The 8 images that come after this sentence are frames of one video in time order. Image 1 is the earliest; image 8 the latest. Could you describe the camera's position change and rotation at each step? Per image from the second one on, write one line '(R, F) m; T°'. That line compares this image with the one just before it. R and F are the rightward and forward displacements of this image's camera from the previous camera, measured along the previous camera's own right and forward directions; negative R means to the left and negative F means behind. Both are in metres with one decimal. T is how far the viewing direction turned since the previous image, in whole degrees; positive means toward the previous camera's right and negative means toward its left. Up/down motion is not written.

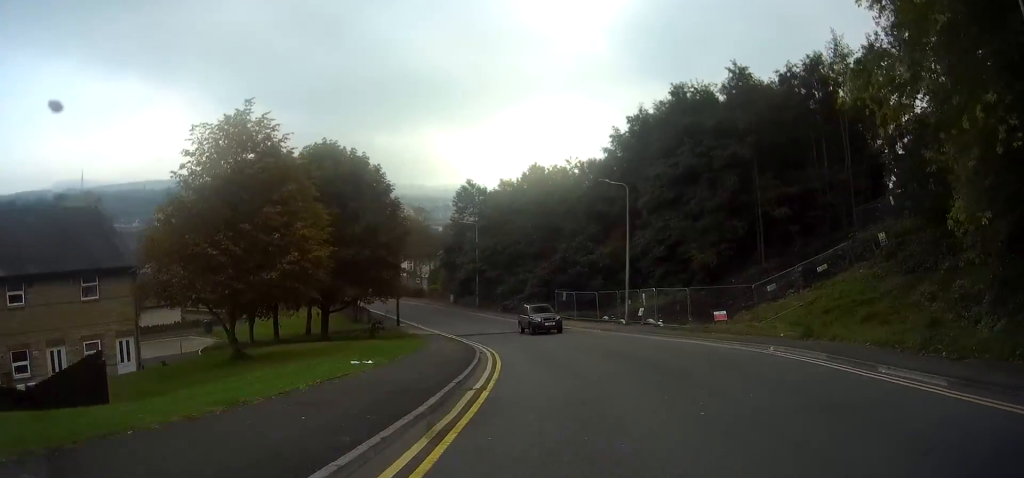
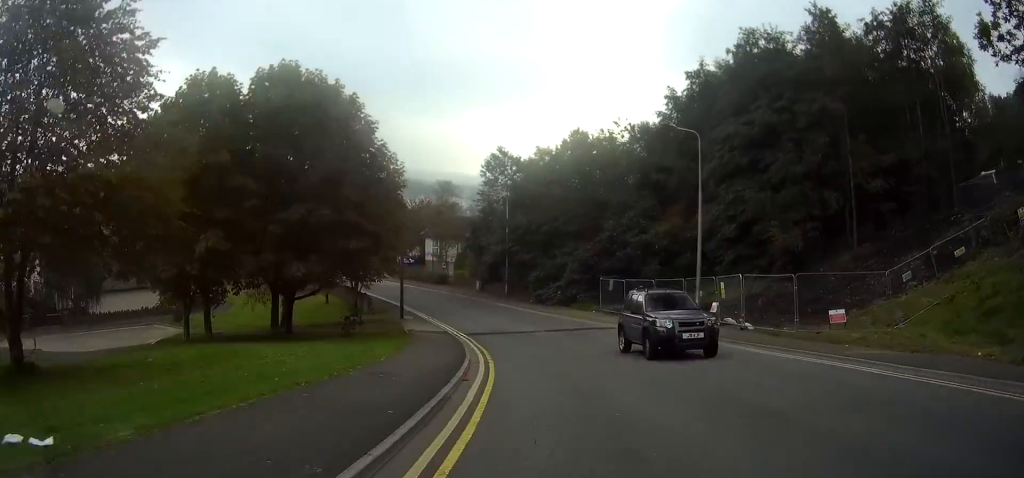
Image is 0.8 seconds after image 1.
(-0.3, +11.2) m; -4°
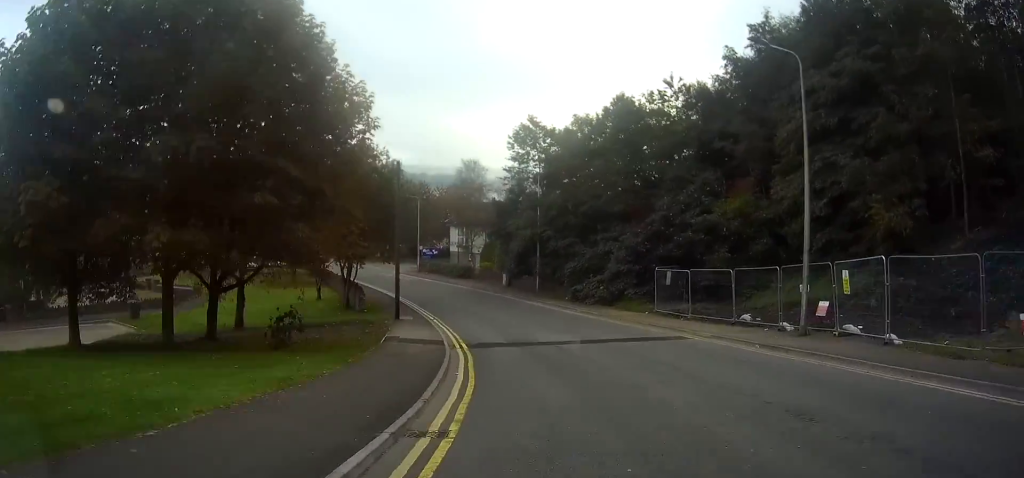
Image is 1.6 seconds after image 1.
(-0.5, +10.3) m; -5°
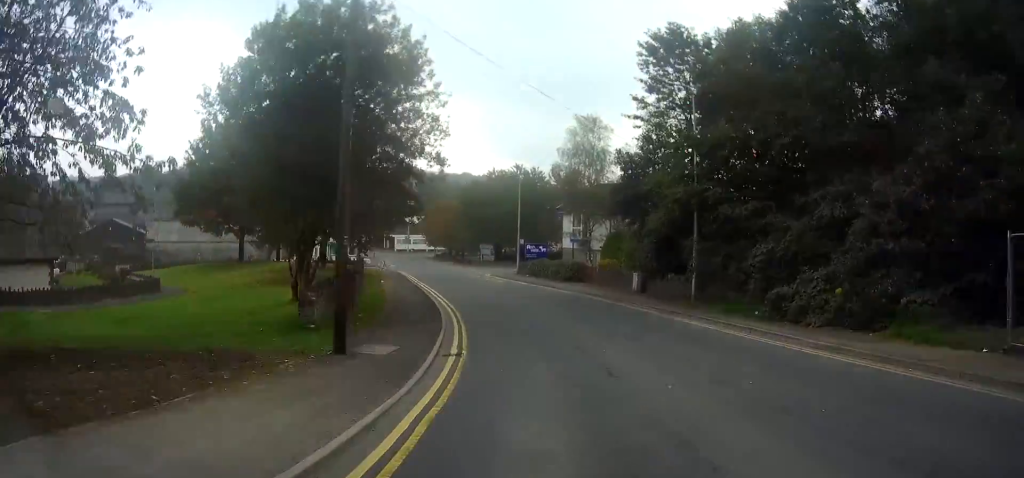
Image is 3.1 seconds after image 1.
(-1.8, +21.2) m; -10°
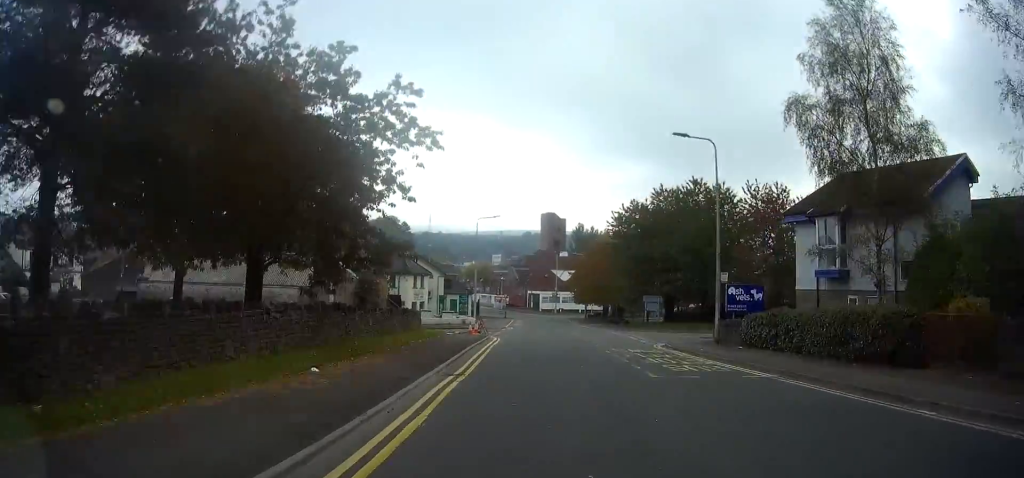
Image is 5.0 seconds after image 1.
(-2.7, +27.2) m; -10°
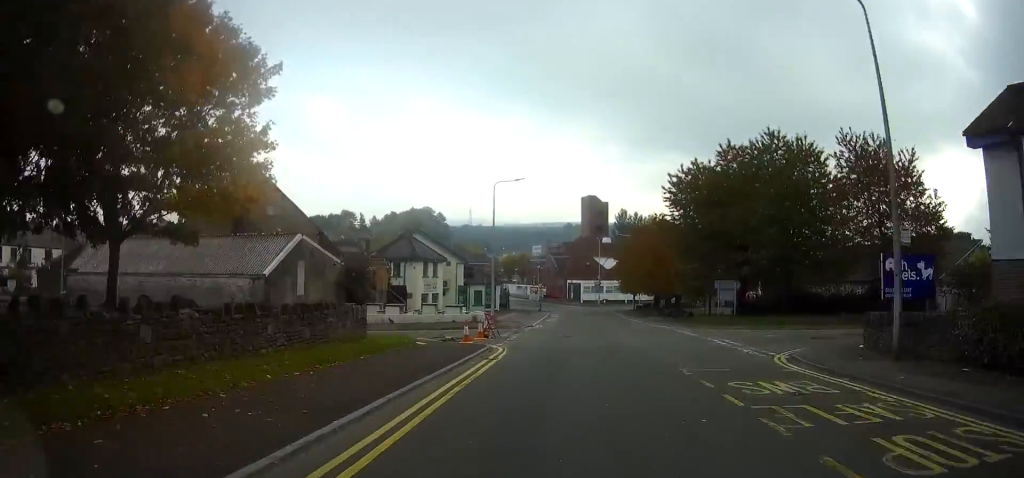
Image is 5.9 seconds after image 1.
(-0.5, +13.2) m; -3°
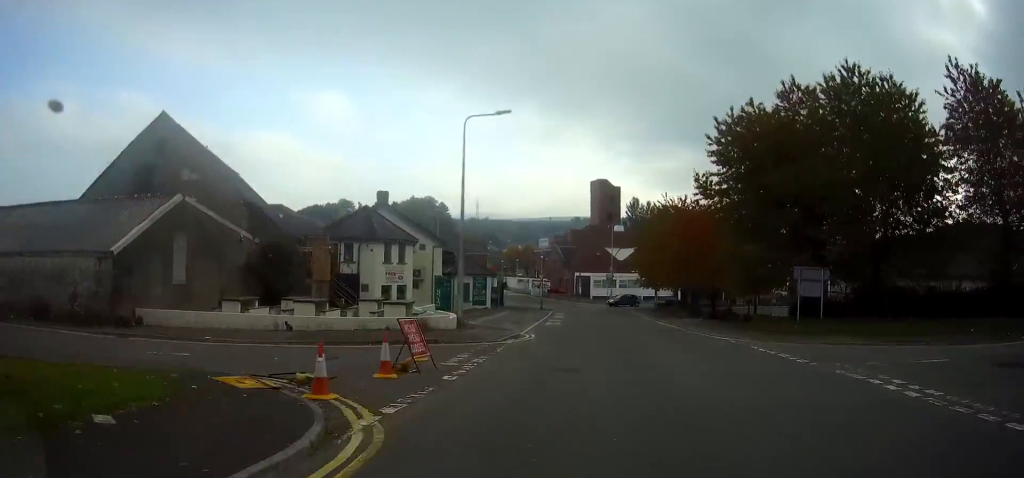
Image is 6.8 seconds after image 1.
(-0.2, +13.5) m; -1°
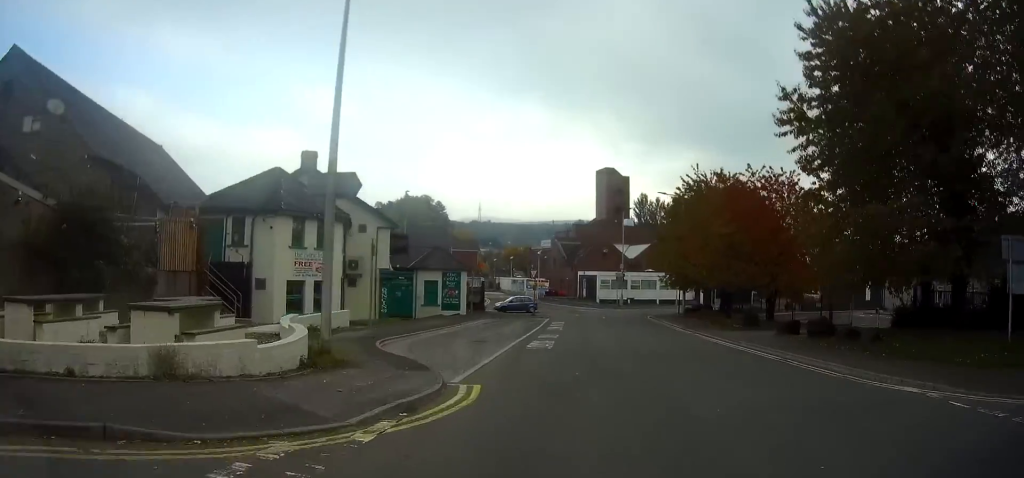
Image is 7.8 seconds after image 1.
(-0.2, +14.3) m; 0°
